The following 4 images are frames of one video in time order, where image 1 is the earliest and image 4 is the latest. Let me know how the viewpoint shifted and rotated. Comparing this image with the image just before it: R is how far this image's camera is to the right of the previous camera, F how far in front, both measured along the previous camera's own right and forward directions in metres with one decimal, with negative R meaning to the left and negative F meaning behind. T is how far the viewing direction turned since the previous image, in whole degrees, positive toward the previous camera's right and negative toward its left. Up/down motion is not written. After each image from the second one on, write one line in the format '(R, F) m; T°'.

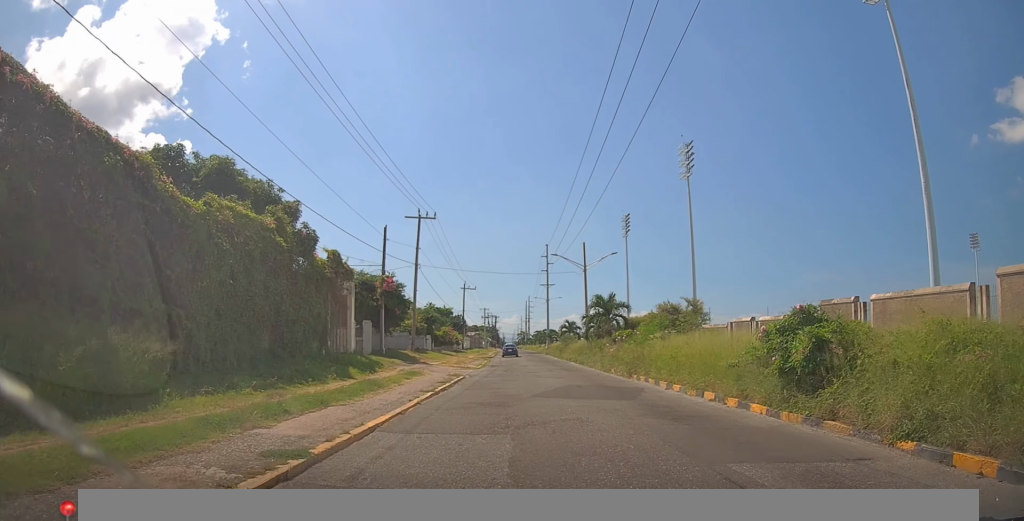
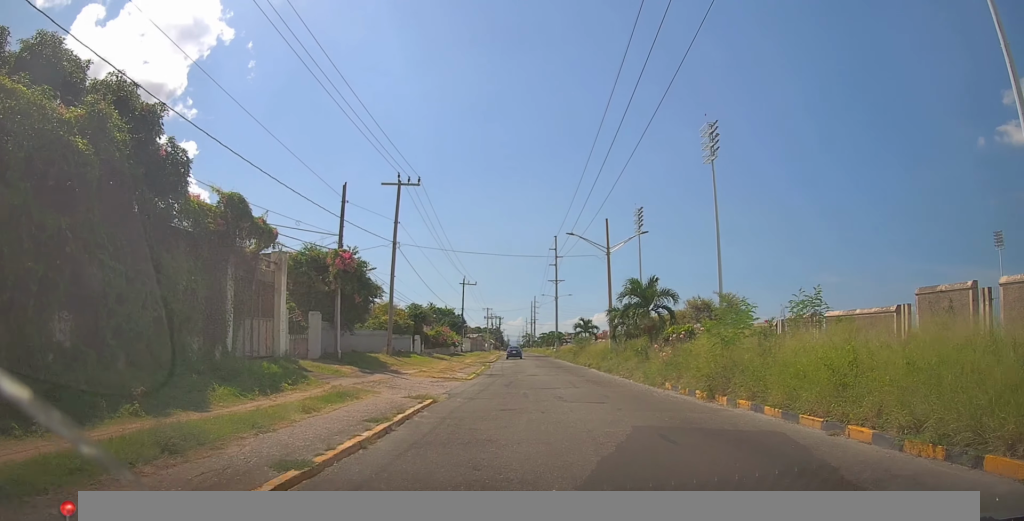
(-0.4, +9.4) m; -2°
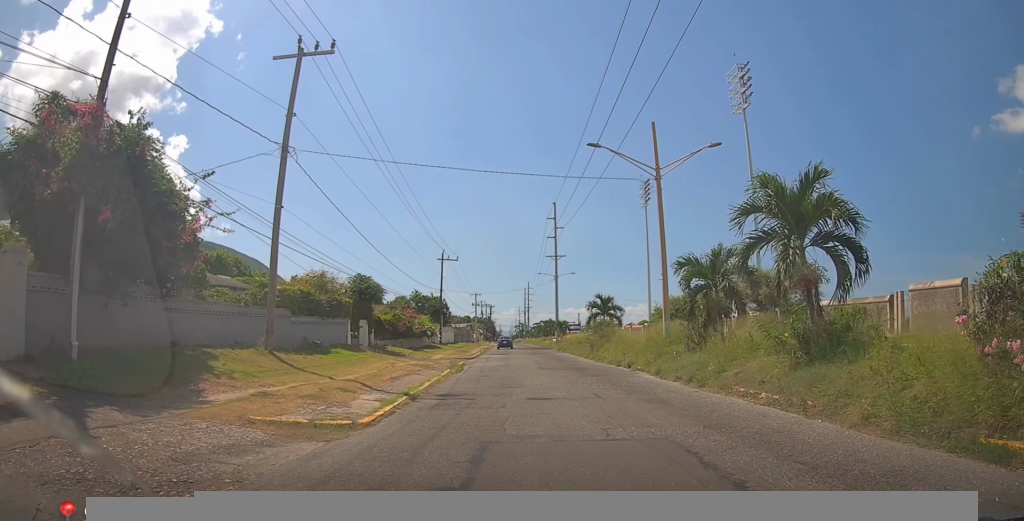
(+0.5, +15.4) m; +3°
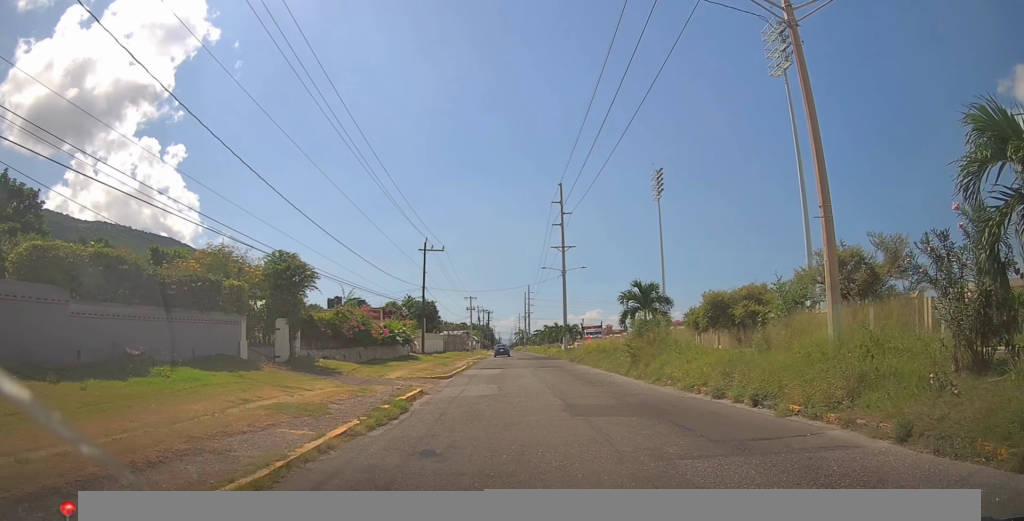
(0.0, +12.1) m; -1°
